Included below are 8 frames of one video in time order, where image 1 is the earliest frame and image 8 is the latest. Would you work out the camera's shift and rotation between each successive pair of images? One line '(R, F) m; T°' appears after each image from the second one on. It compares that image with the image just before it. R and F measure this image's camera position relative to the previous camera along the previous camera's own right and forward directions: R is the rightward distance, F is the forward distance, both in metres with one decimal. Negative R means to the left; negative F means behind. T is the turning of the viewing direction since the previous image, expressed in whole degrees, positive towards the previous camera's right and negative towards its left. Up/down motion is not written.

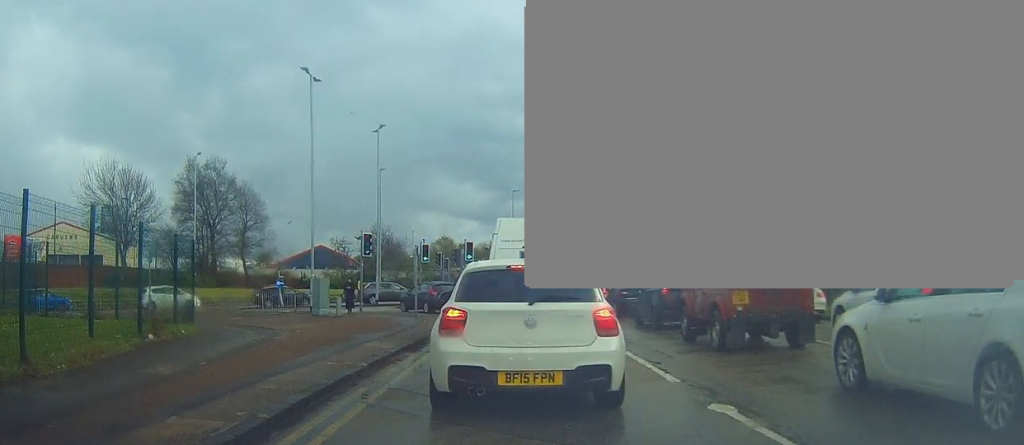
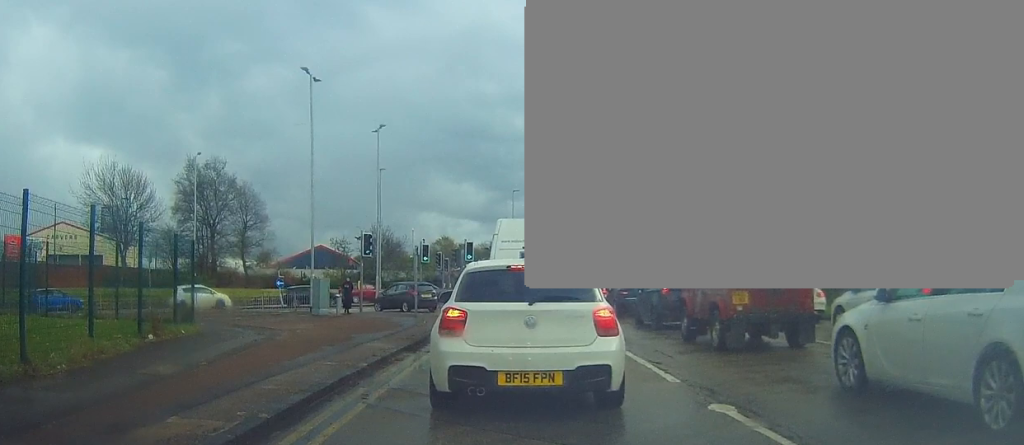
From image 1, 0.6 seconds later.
(0.0, 0.0) m; 0°
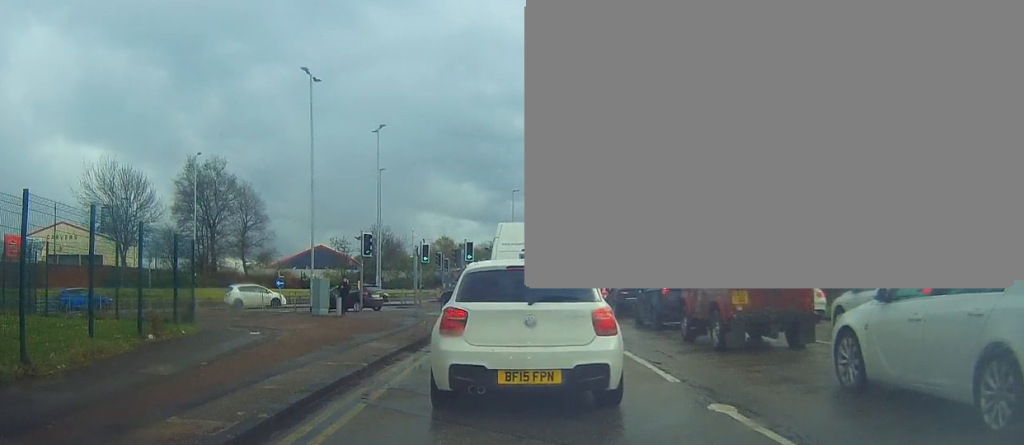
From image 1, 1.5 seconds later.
(0.0, 0.0) m; 0°
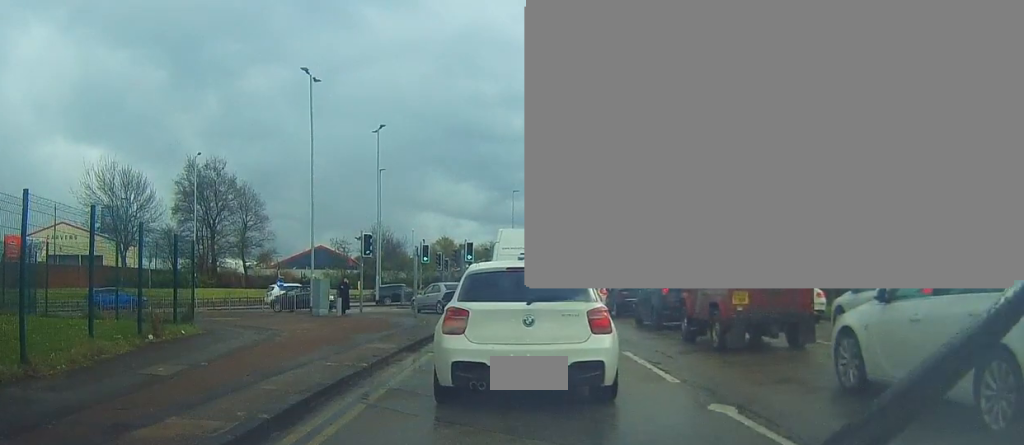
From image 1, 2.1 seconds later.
(0.0, 0.0) m; 0°
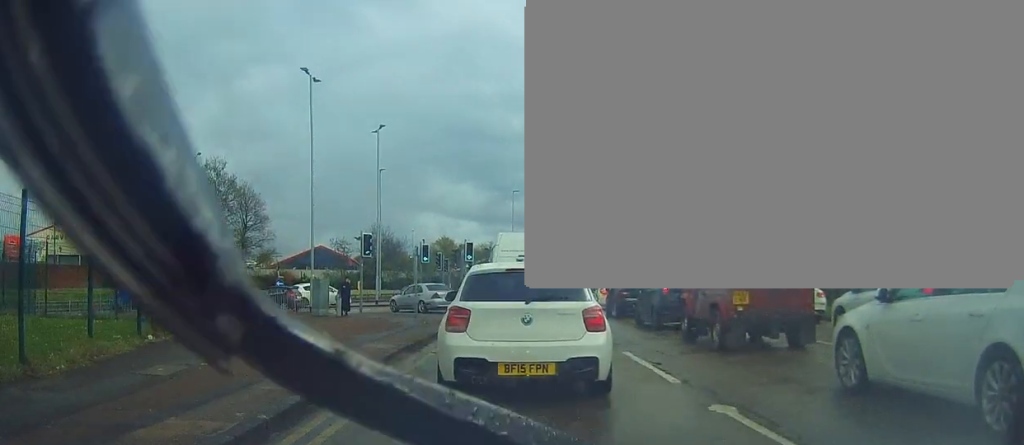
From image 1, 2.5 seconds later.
(0.0, 0.0) m; 0°
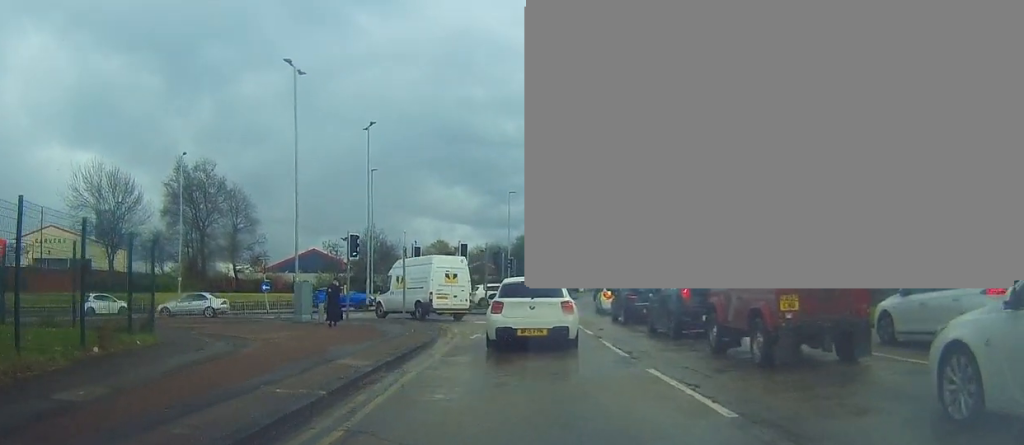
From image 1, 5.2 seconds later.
(-0.1, +1.5) m; 0°
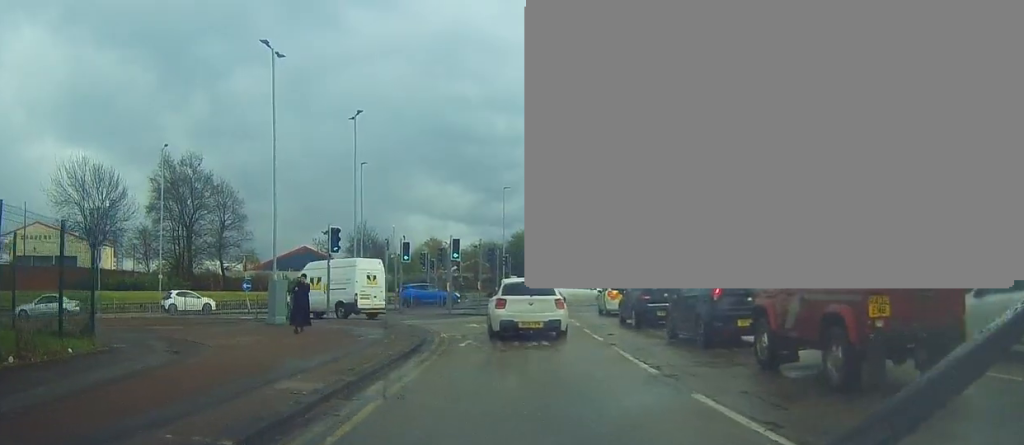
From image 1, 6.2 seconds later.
(-0.1, +2.1) m; 0°
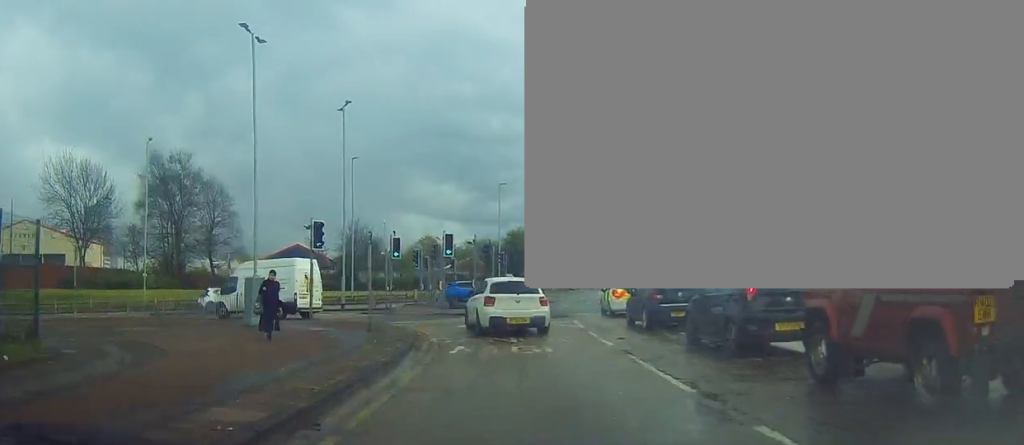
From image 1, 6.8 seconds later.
(+0.2, +1.6) m; +1°
